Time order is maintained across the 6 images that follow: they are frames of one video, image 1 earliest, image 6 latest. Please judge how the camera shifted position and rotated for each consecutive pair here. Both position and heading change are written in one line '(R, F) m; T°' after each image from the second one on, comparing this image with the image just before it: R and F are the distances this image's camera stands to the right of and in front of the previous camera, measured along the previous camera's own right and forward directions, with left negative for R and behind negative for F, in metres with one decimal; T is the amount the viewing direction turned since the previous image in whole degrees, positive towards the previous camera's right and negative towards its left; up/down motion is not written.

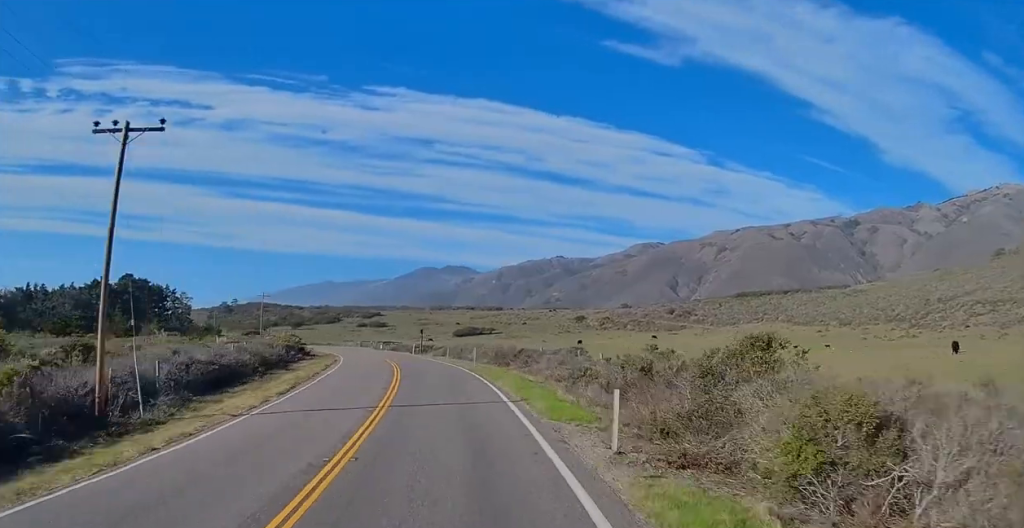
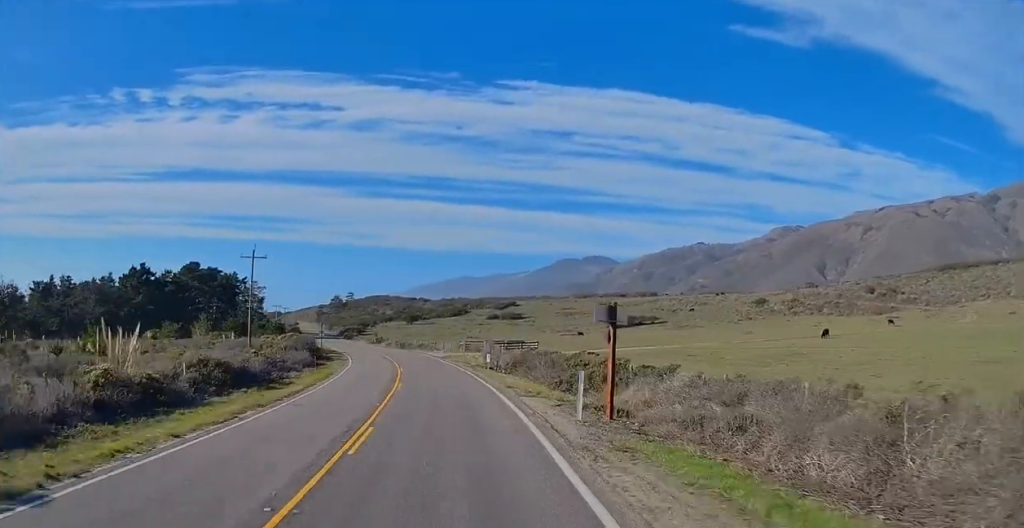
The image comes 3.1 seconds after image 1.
(-5.4, +61.9) m; -12°
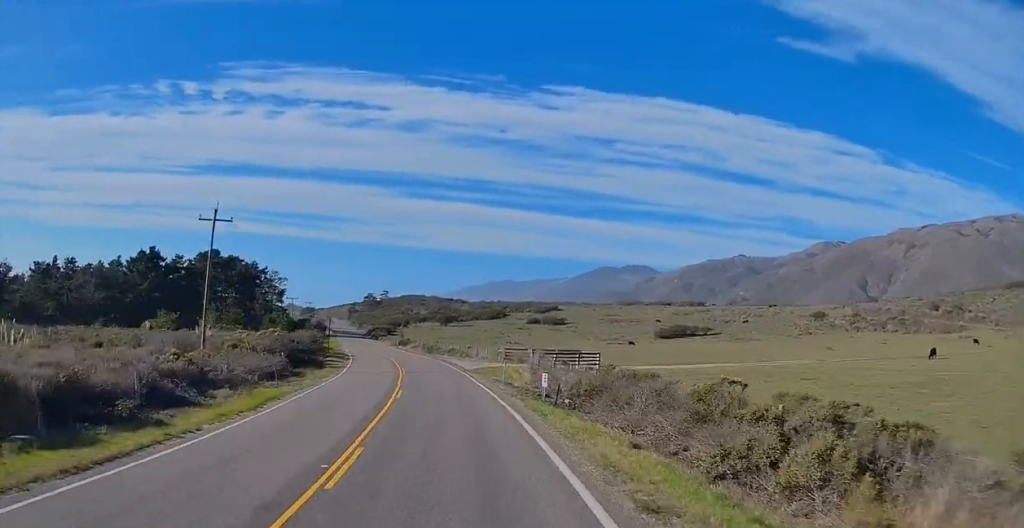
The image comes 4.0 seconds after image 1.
(-0.7, +17.2) m; -4°
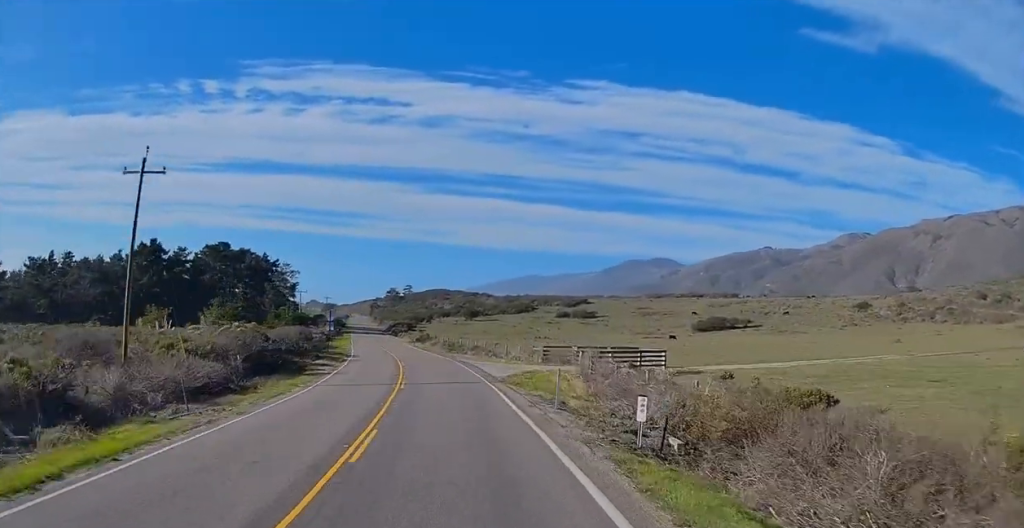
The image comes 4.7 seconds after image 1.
(-0.3, +12.7) m; -3°
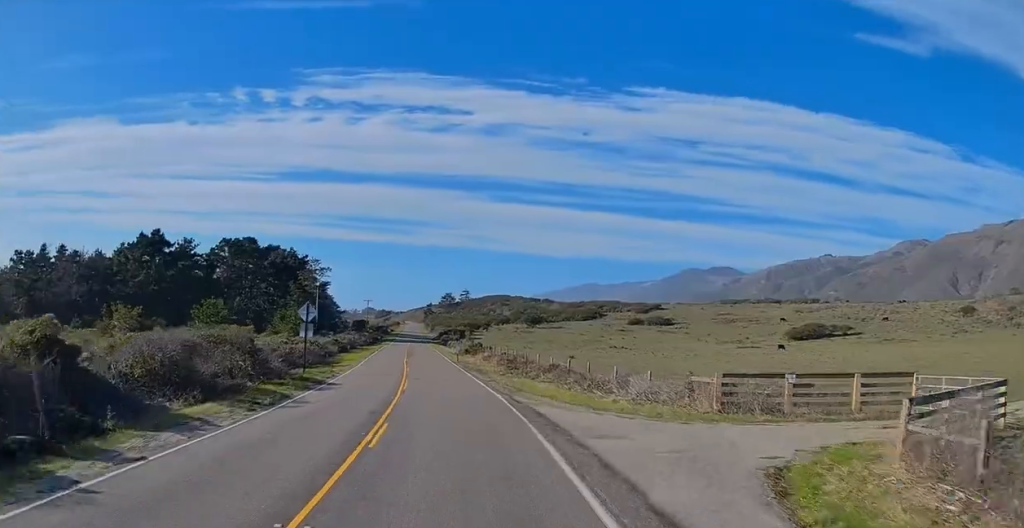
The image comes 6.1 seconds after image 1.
(-1.4, +27.3) m; -5°
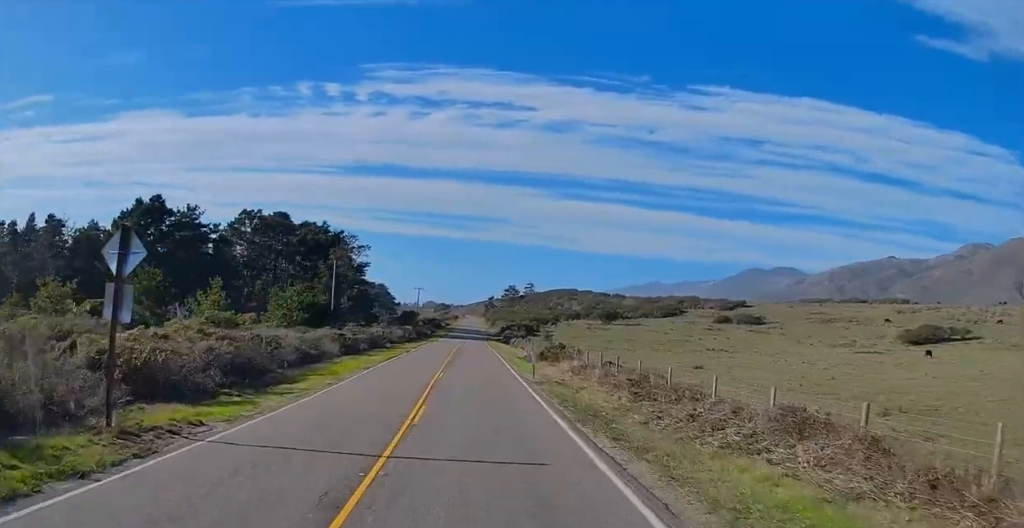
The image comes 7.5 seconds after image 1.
(-0.7, +27.9) m; -2°
